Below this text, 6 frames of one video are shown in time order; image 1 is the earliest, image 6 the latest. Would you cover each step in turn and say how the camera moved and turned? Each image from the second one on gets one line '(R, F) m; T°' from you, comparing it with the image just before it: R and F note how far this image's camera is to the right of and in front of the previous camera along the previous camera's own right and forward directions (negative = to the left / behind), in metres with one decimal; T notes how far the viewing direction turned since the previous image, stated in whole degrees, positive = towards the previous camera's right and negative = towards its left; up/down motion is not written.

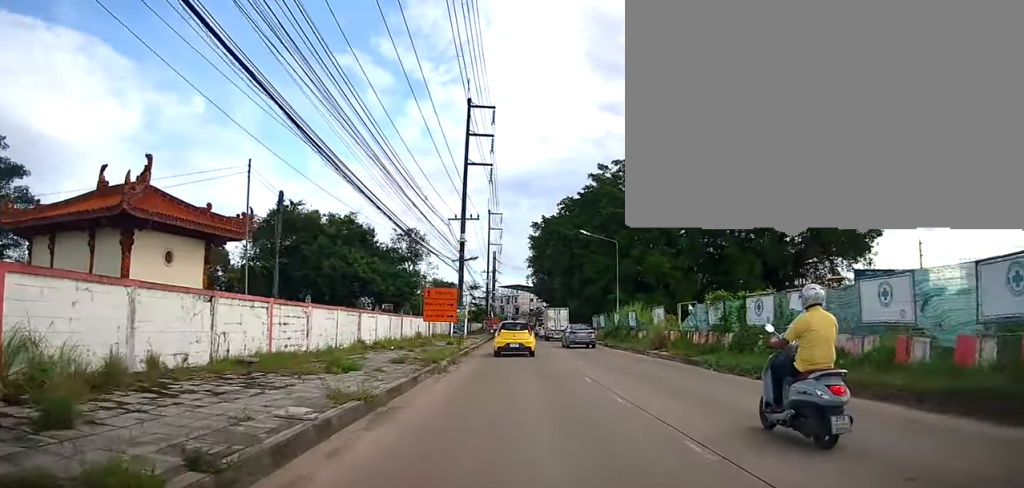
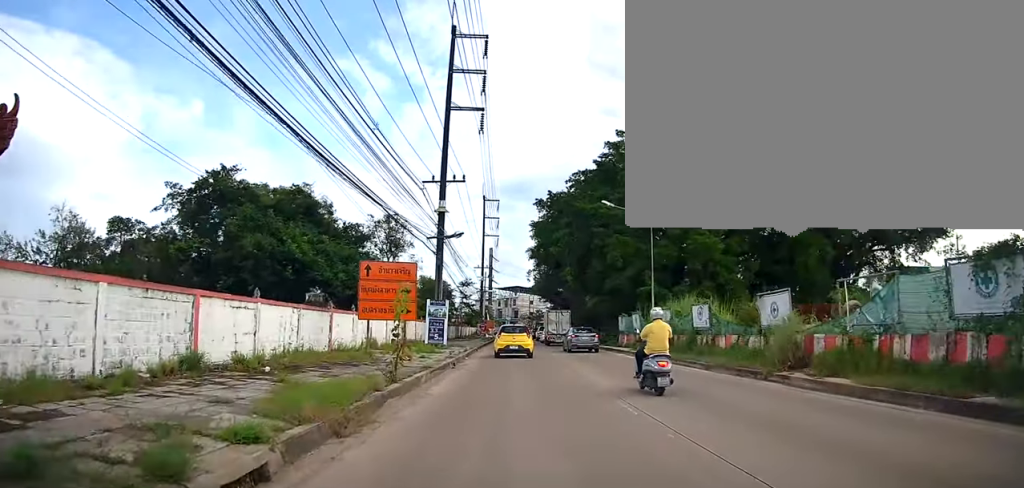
(-0.5, +12.7) m; -1°
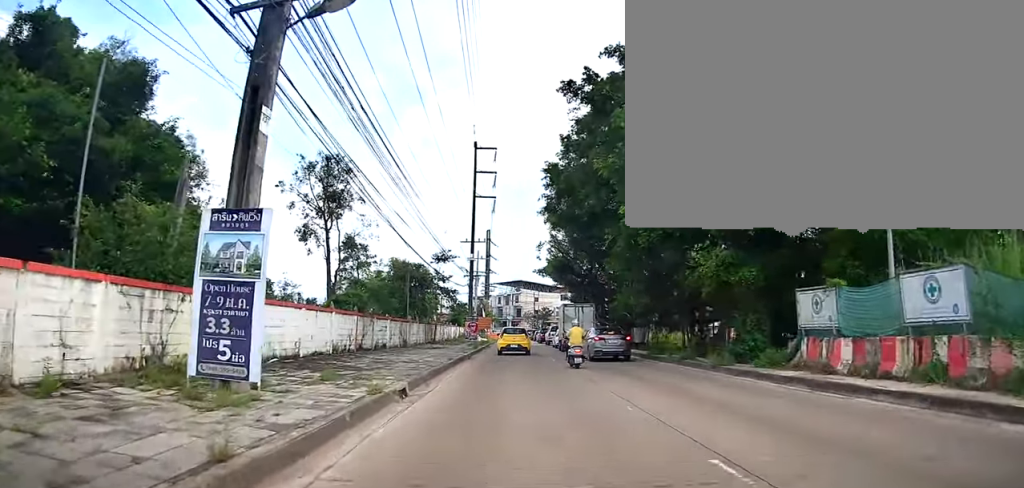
(+0.2, +24.1) m; -1°
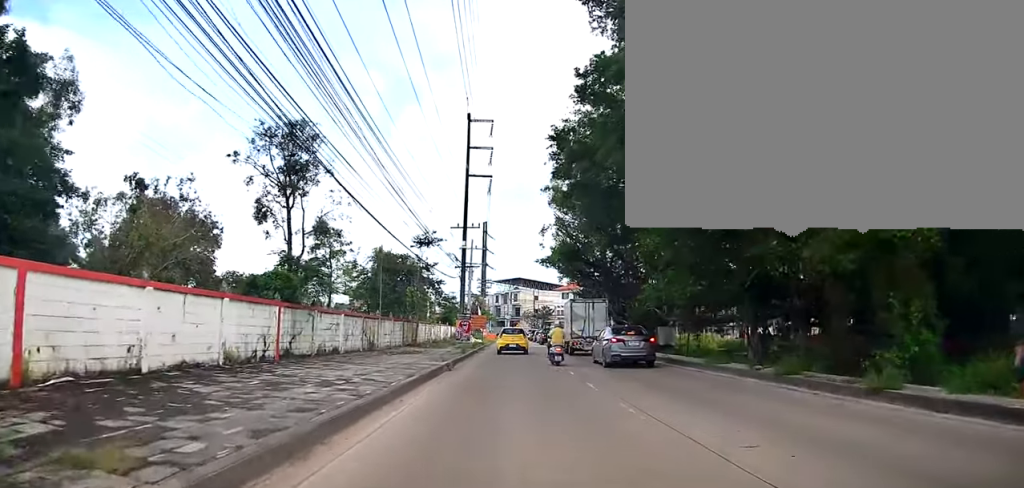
(+0.1, +7.6) m; 0°
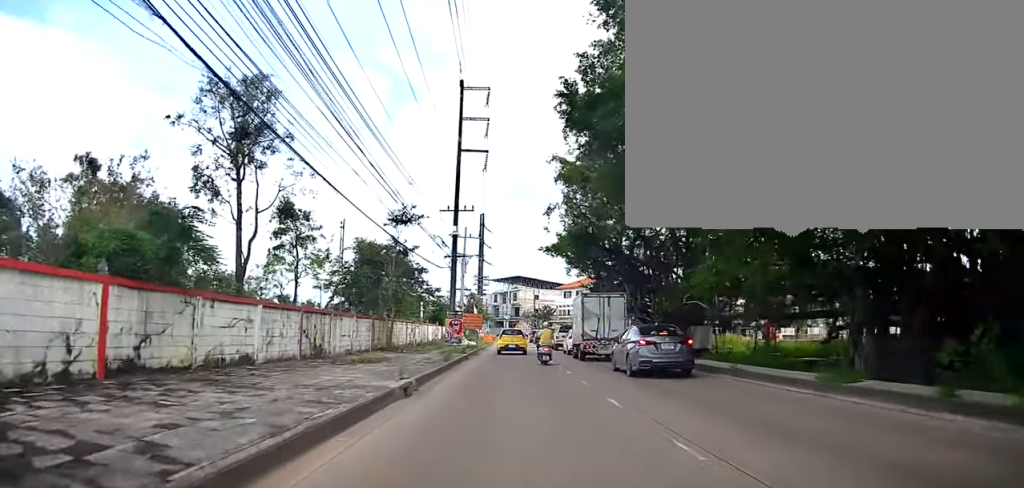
(-0.6, +7.0) m; 0°
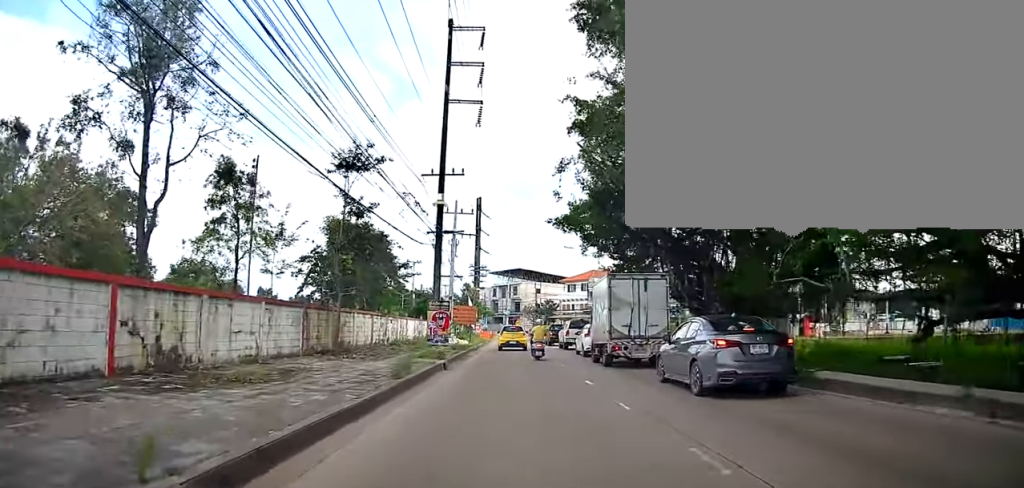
(+0.6, +8.6) m; +3°
